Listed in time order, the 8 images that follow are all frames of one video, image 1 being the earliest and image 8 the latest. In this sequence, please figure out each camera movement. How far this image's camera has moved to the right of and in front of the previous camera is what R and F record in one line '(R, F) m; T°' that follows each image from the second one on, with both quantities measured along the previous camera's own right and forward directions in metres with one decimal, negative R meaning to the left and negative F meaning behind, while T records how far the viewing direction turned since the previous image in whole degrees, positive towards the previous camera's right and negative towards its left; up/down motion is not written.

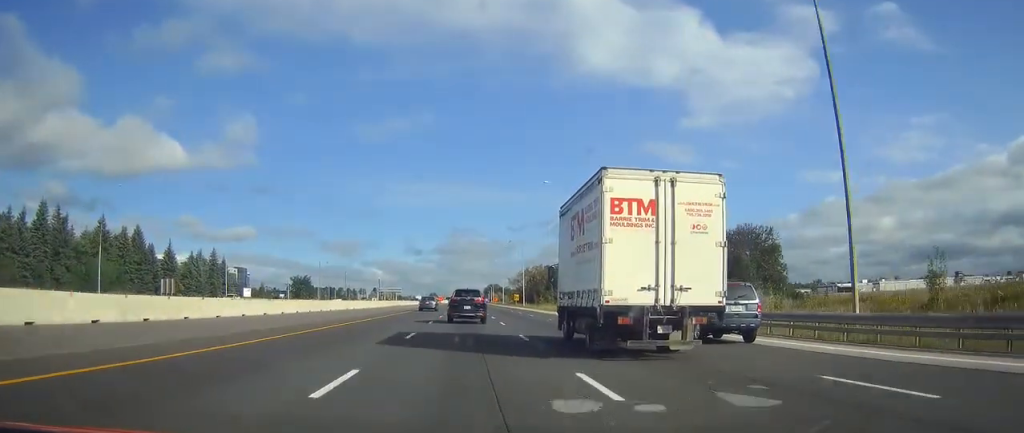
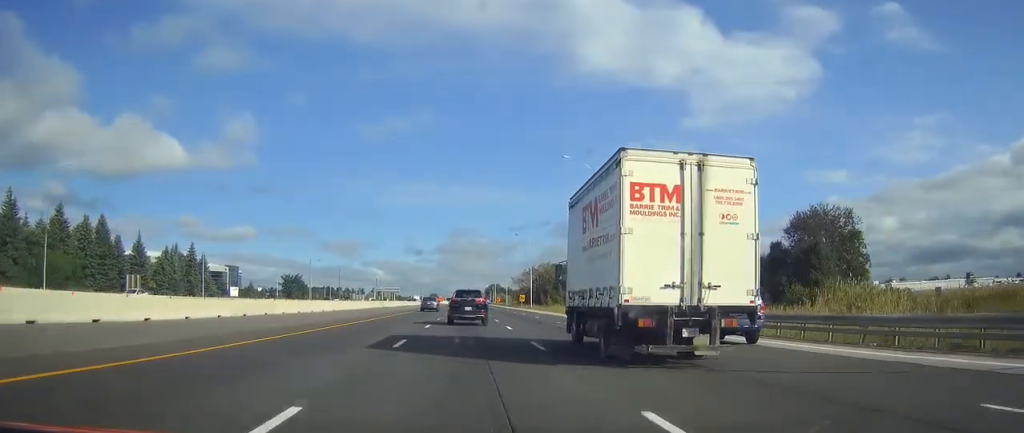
(0.0, +15.9) m; 0°
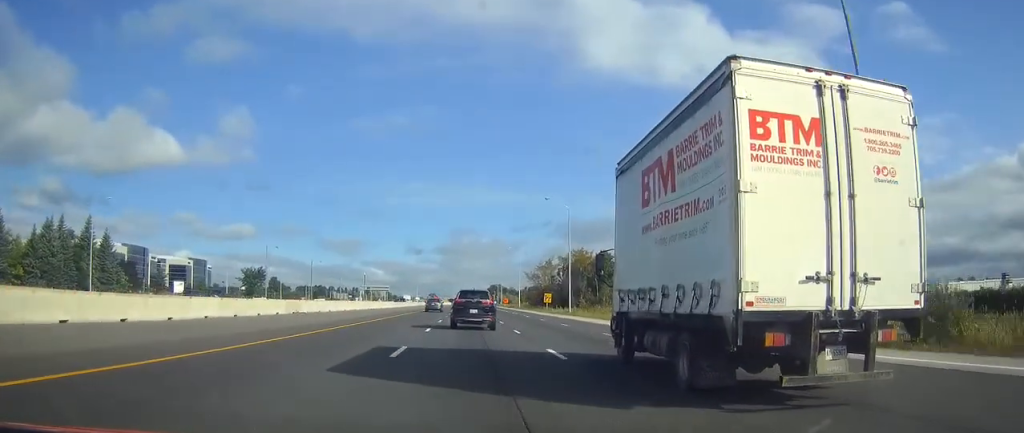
(0.0, +50.7) m; 0°
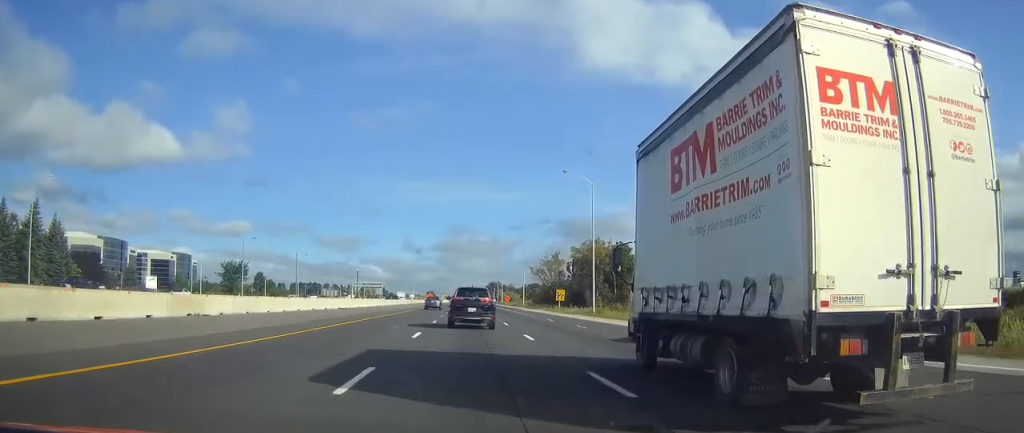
(0.0, +17.8) m; 0°
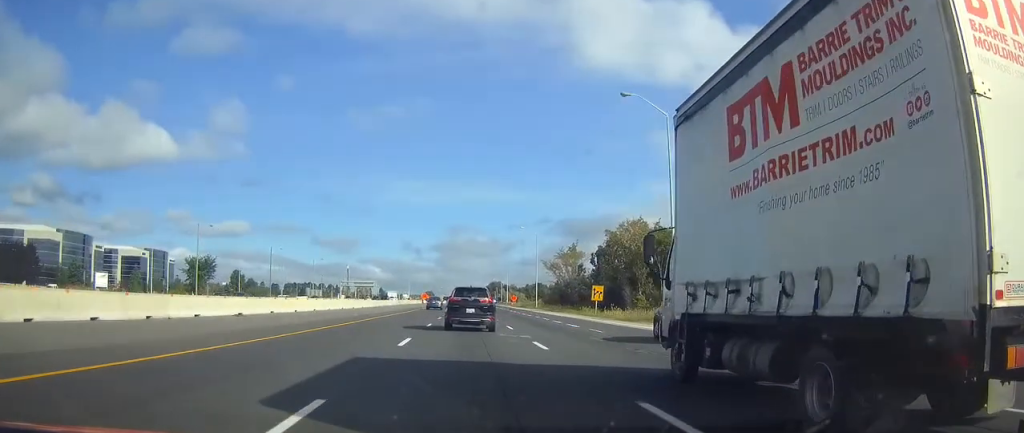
(0.0, +28.1) m; 0°
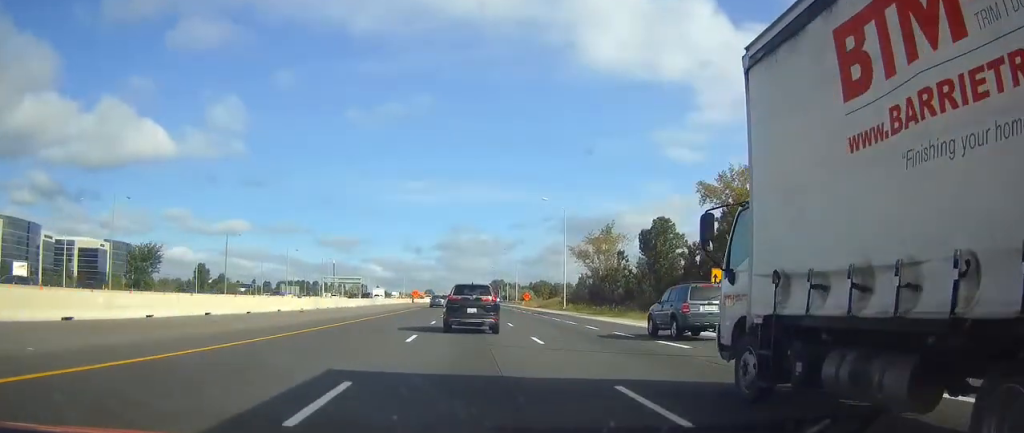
(+0.1, +35.1) m; 0°
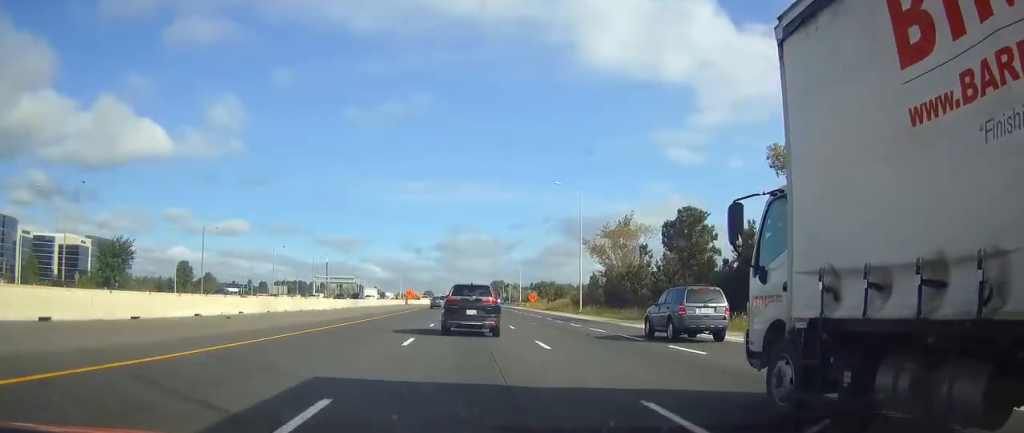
(0.0, +13.4) m; 0°
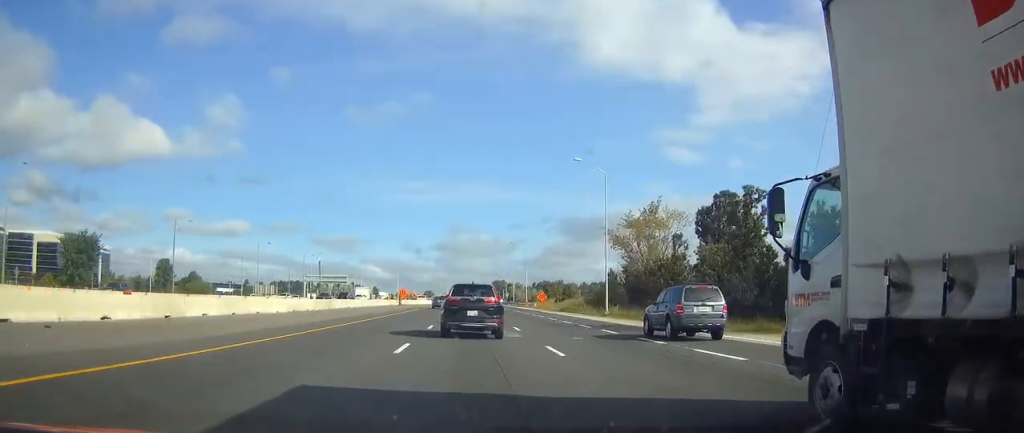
(0.0, +14.4) m; 0°
